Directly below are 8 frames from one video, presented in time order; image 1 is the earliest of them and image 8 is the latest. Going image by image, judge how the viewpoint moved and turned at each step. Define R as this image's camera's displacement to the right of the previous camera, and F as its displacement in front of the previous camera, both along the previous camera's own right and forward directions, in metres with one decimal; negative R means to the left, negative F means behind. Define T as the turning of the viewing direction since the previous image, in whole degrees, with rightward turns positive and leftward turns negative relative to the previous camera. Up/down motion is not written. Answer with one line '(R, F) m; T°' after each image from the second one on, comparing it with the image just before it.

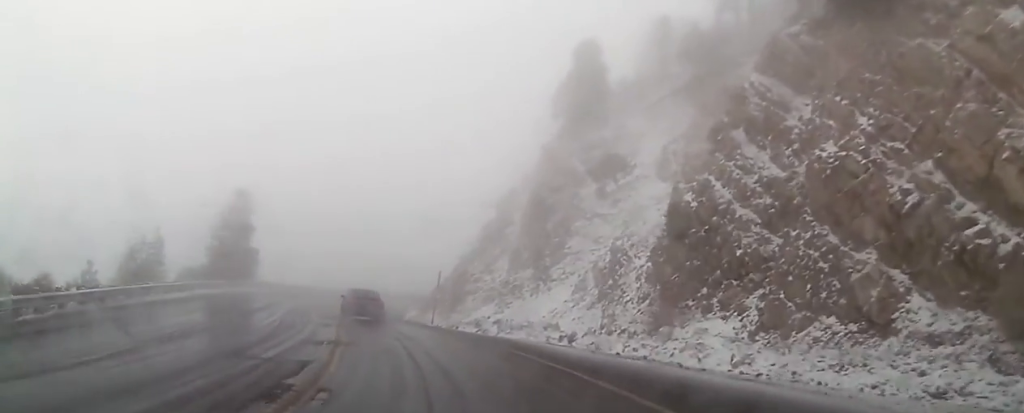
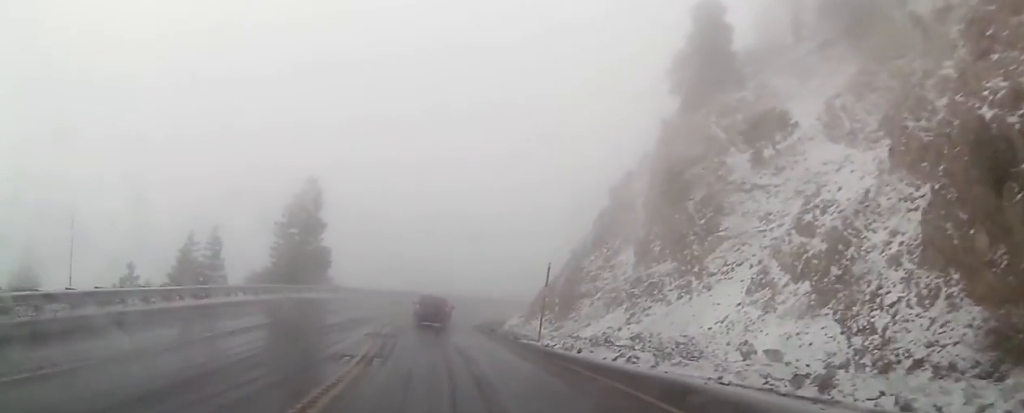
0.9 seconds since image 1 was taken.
(-0.1, +10.2) m; 0°
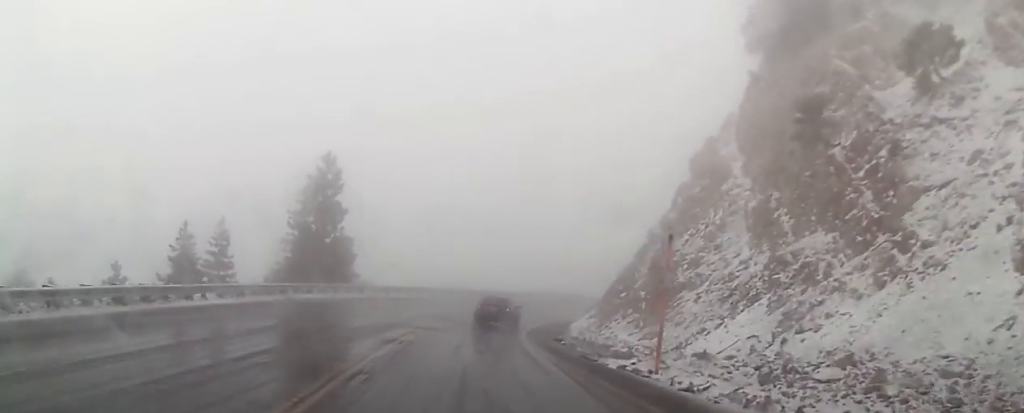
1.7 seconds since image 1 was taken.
(0.0, +10.1) m; -1°
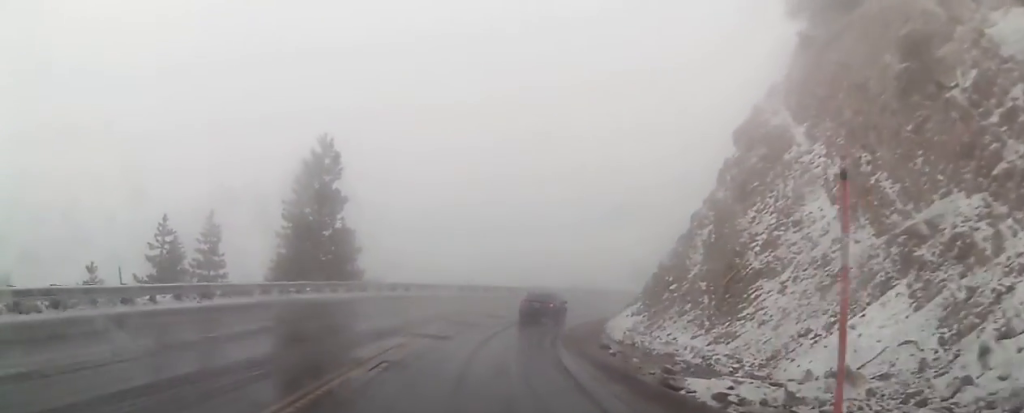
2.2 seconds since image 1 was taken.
(0.0, +5.7) m; 0°
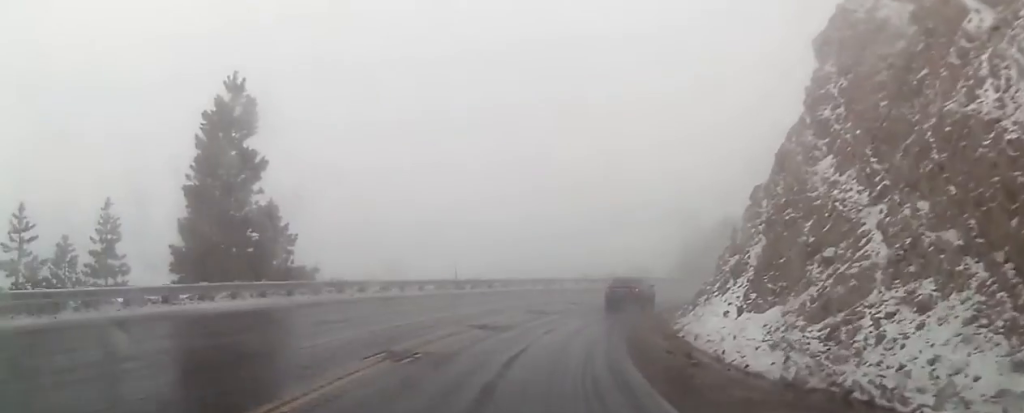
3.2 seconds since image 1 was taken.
(-0.1, +13.4) m; +1°
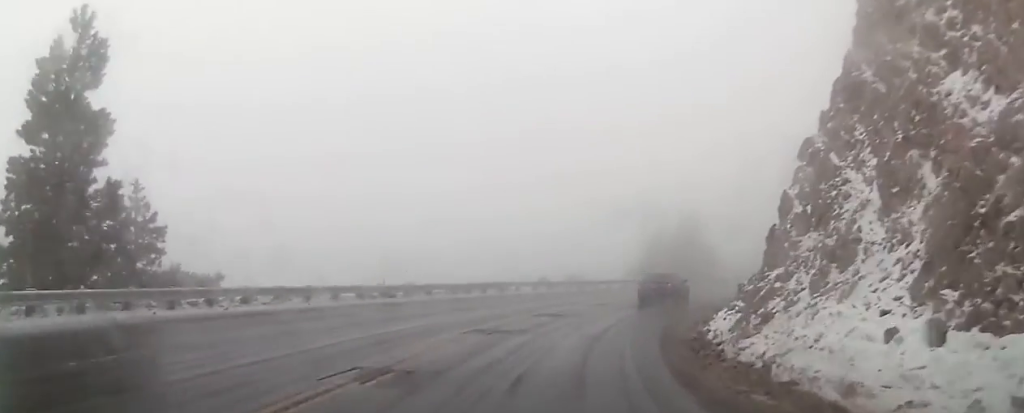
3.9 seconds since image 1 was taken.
(+0.1, +9.1) m; +1°
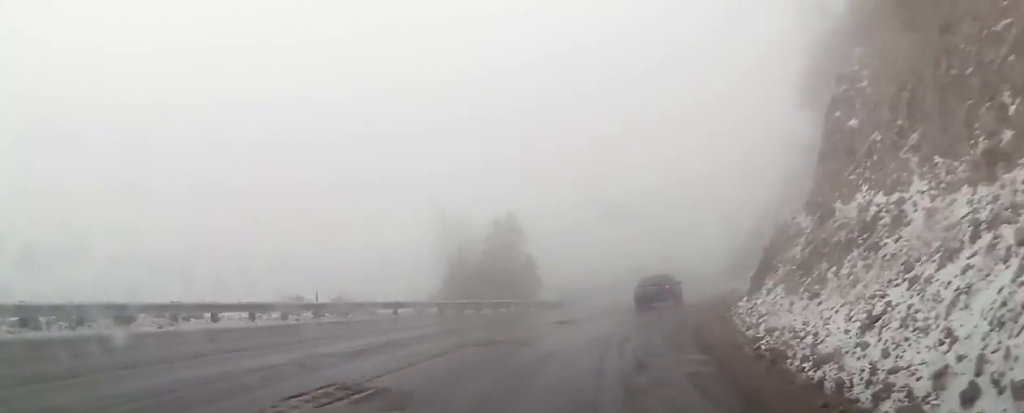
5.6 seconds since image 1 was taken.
(+0.3, +21.6) m; +1°
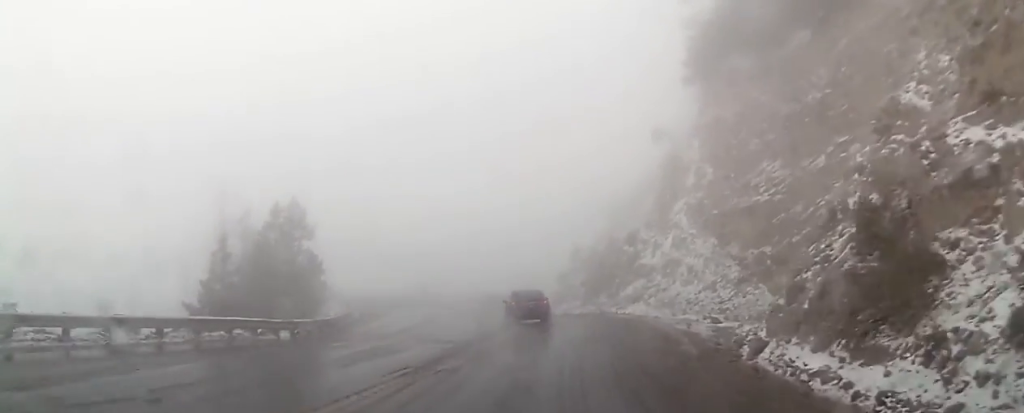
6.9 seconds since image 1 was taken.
(+0.2, +17.4) m; +3°
